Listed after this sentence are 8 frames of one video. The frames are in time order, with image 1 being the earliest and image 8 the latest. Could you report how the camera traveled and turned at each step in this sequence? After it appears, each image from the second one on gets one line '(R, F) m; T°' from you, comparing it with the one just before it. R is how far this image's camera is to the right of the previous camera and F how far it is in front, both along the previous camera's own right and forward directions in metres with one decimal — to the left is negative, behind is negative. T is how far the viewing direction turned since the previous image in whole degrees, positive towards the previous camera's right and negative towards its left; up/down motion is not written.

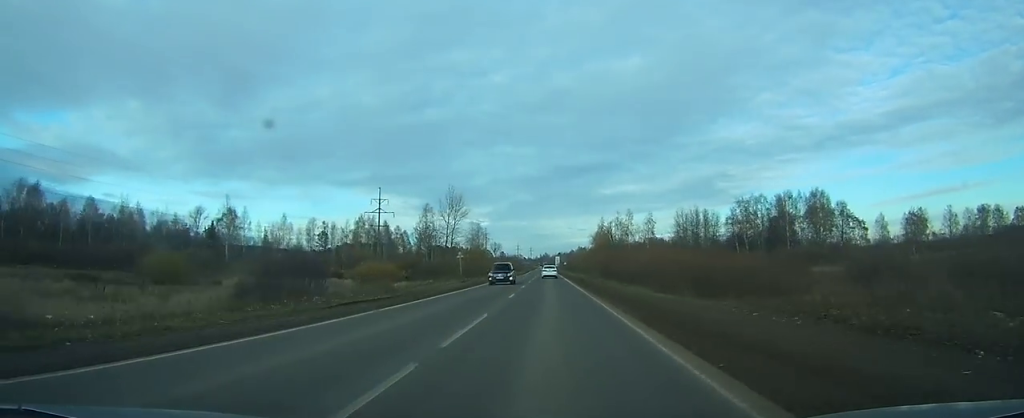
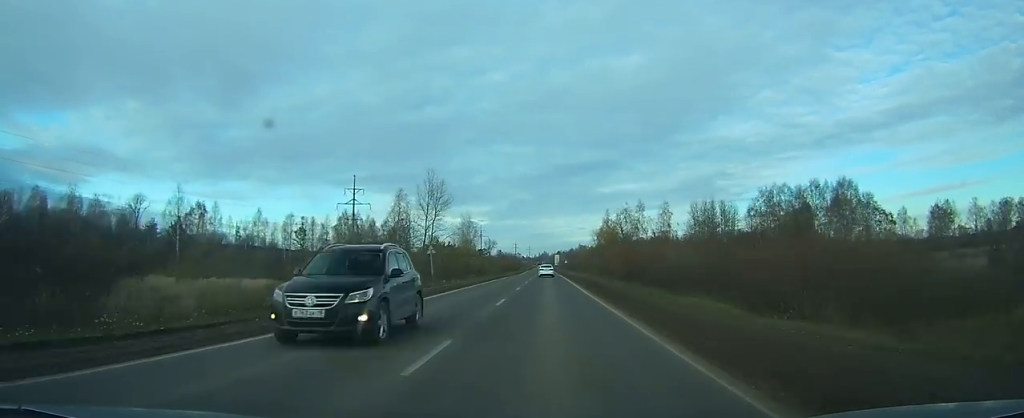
(0.0, +17.2) m; 0°
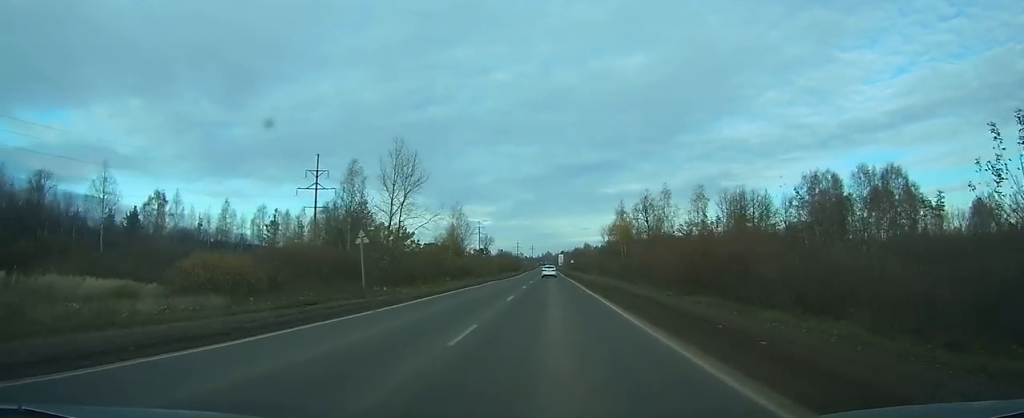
(-0.1, +21.6) m; 0°
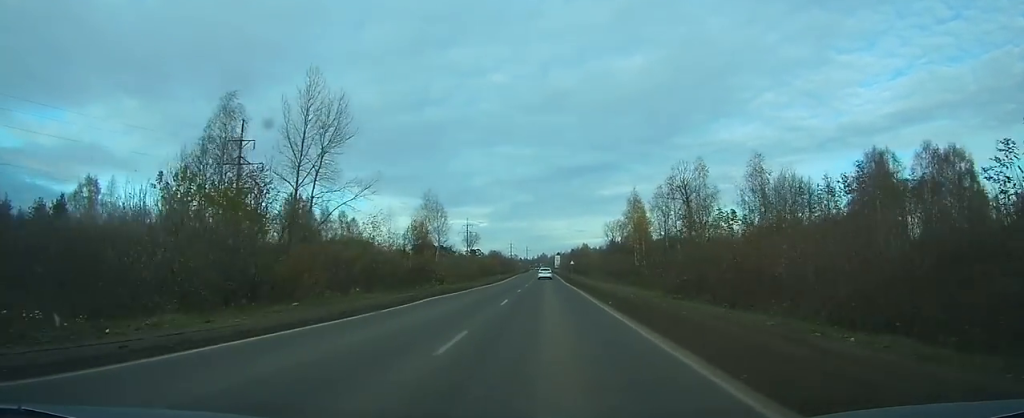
(0.0, +24.7) m; 0°
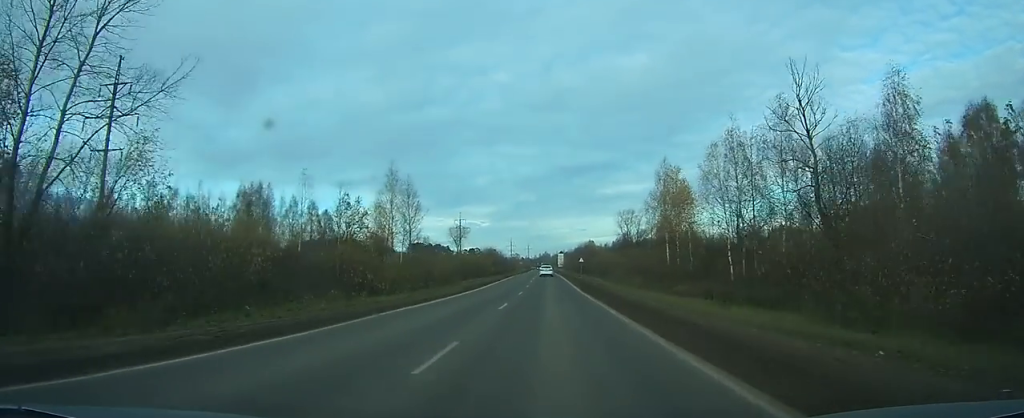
(0.0, +24.9) m; 0°
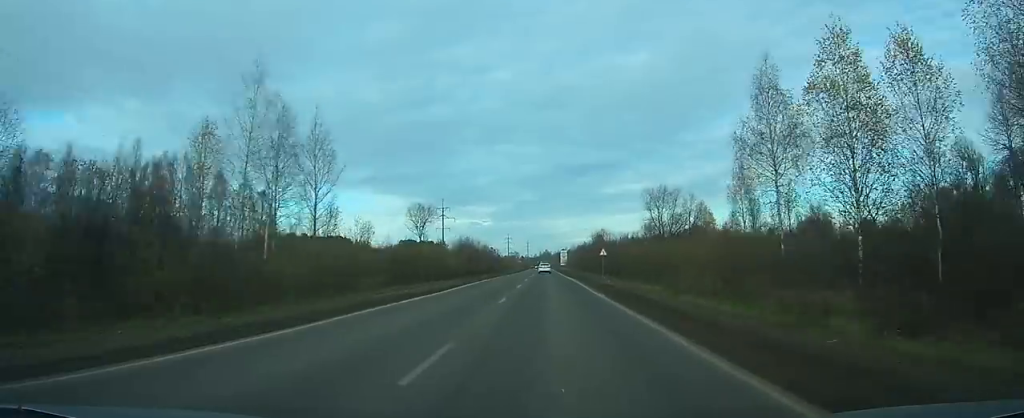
(-0.1, +36.8) m; 0°
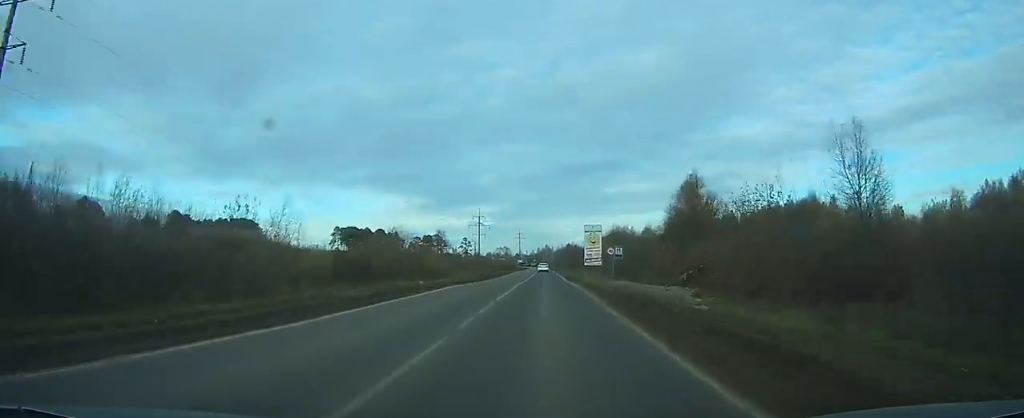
(+0.1, +151.2) m; 0°
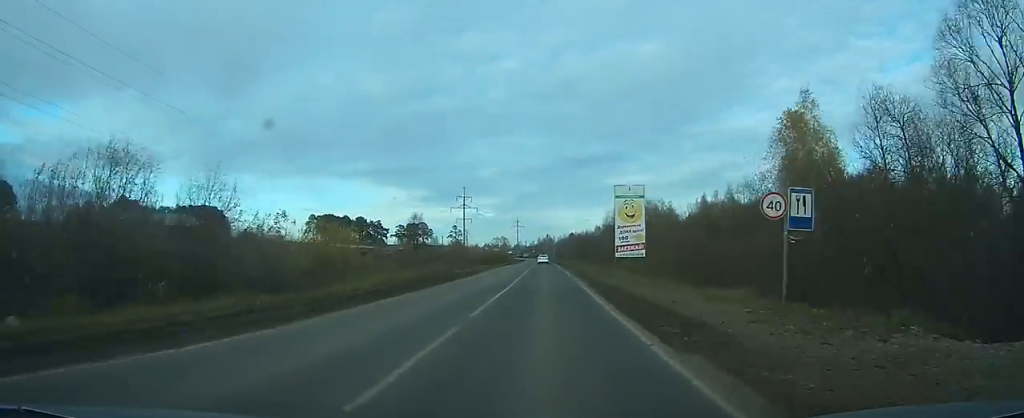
(-0.2, +39.0) m; 0°
